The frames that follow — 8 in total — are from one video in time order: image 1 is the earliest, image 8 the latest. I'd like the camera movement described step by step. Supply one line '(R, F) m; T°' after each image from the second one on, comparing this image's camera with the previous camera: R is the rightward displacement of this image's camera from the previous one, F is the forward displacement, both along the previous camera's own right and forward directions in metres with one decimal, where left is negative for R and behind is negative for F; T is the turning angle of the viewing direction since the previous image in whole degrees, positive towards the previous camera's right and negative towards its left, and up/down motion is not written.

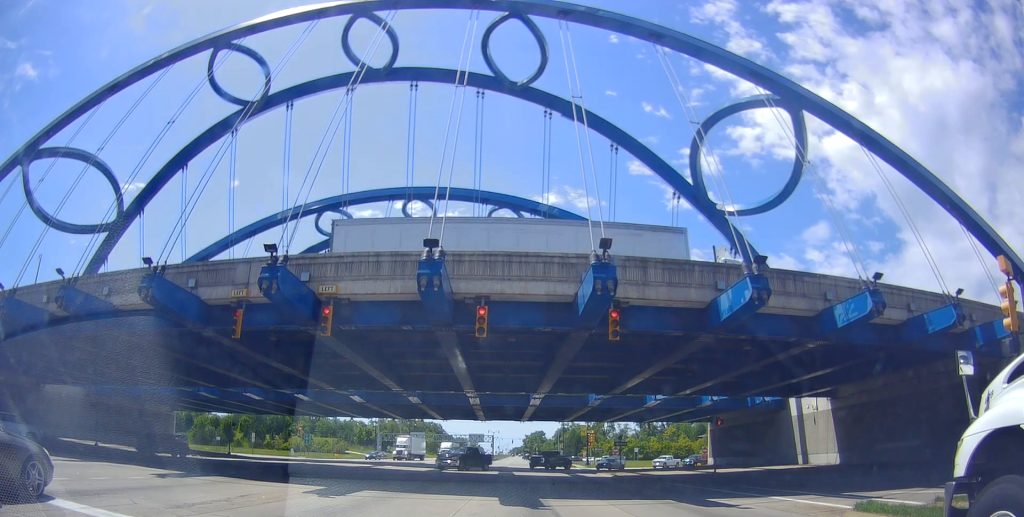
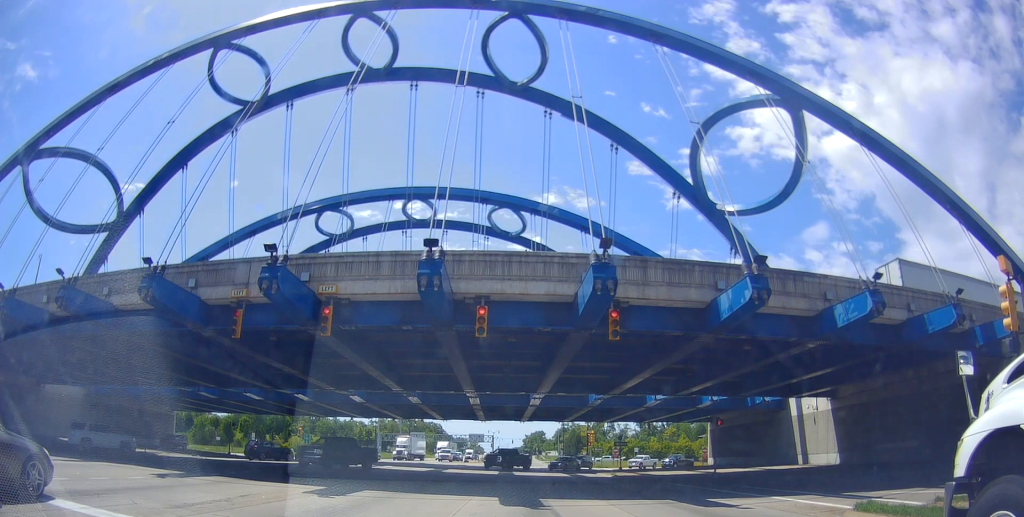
(0.0, 0.0) m; 0°
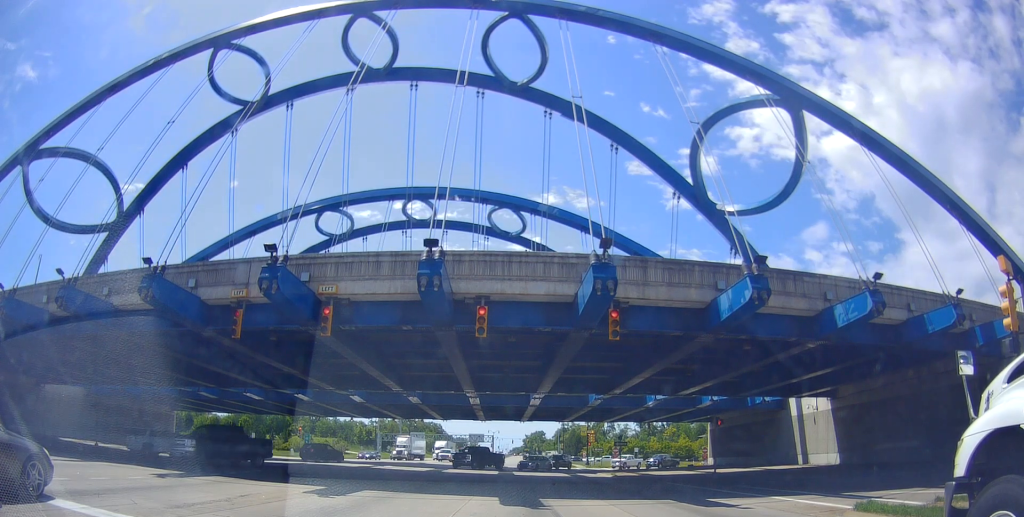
(0.0, 0.0) m; 0°
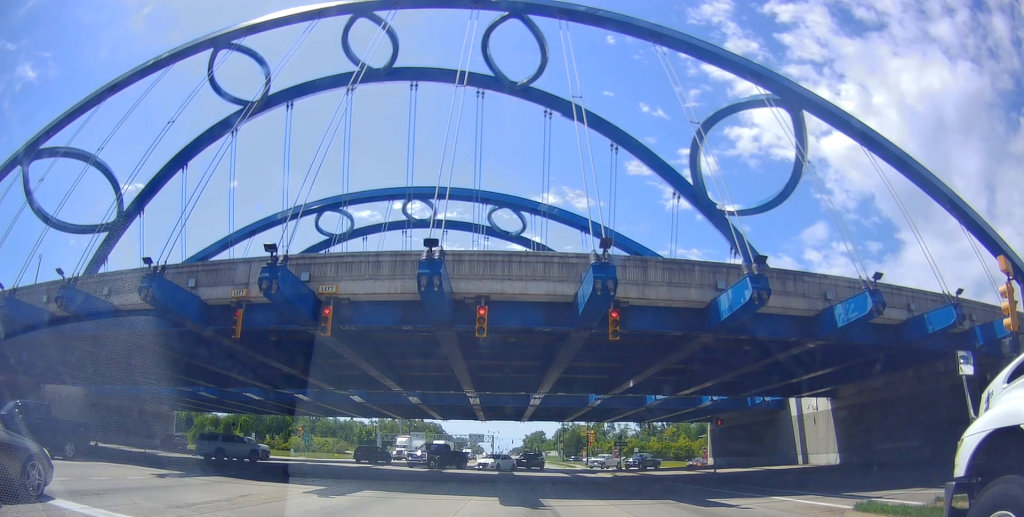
(0.0, 0.0) m; 0°
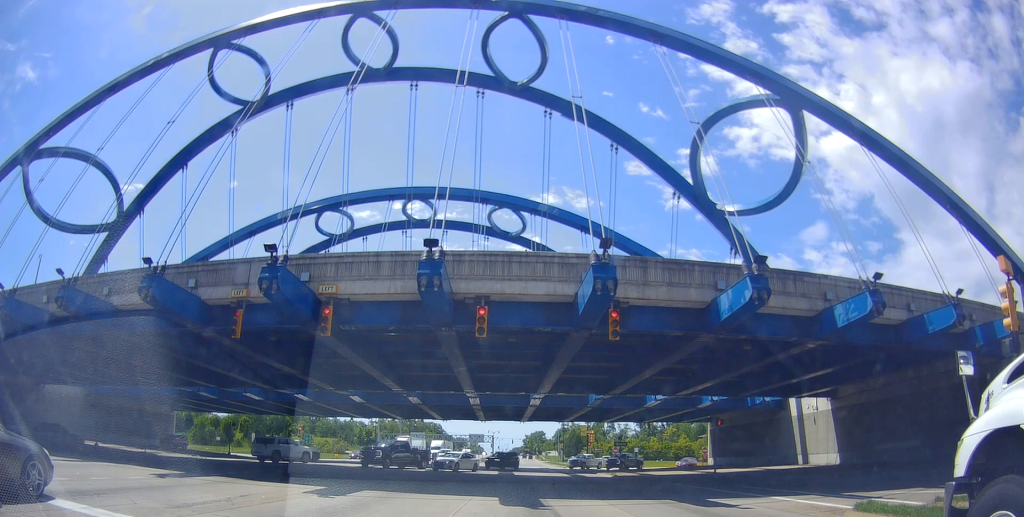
(0.0, 0.0) m; 0°
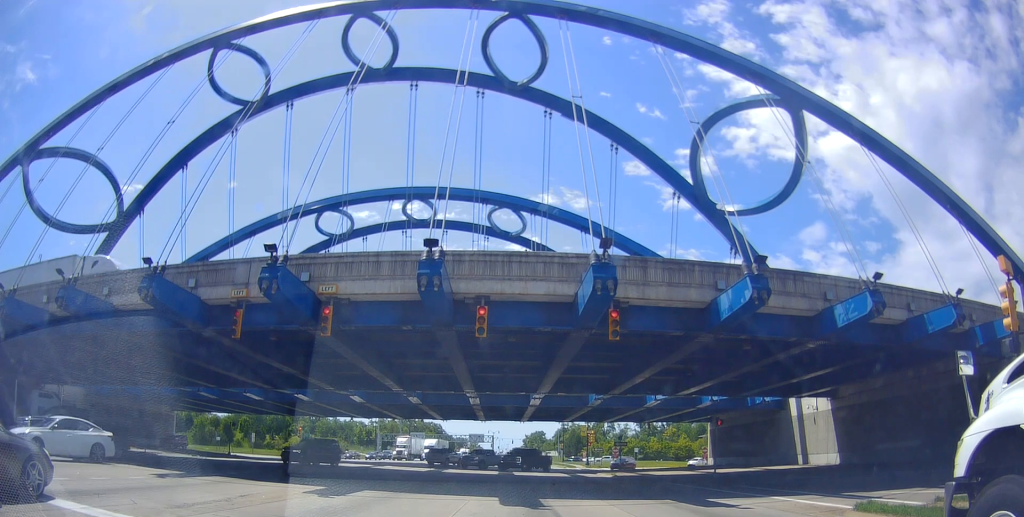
(-0.3, +0.2) m; 0°
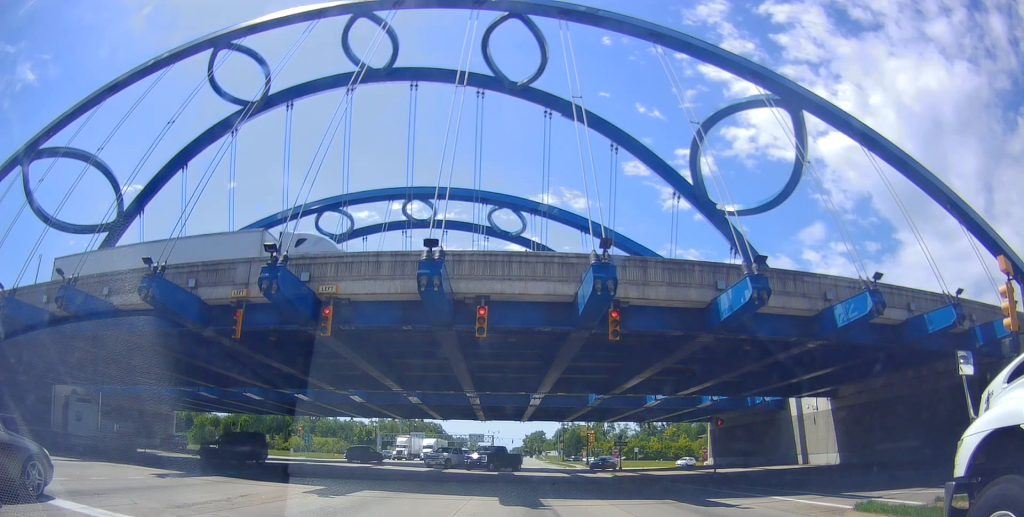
(-0.1, +0.1) m; 0°
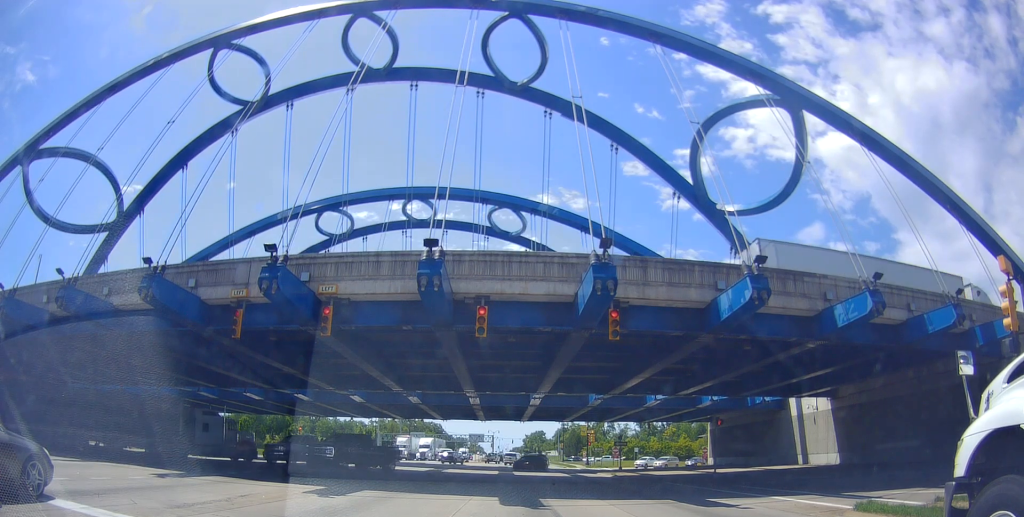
(-0.2, +0.1) m; 0°
